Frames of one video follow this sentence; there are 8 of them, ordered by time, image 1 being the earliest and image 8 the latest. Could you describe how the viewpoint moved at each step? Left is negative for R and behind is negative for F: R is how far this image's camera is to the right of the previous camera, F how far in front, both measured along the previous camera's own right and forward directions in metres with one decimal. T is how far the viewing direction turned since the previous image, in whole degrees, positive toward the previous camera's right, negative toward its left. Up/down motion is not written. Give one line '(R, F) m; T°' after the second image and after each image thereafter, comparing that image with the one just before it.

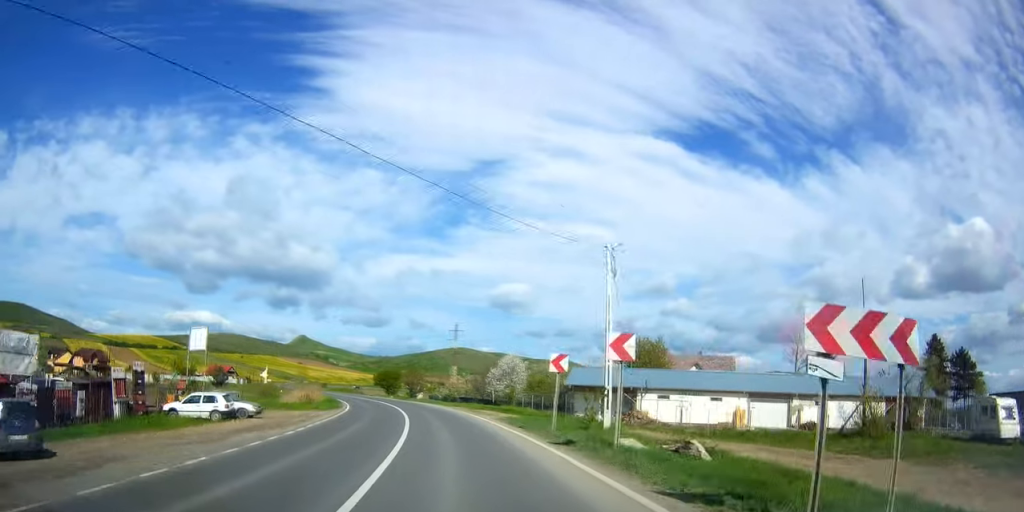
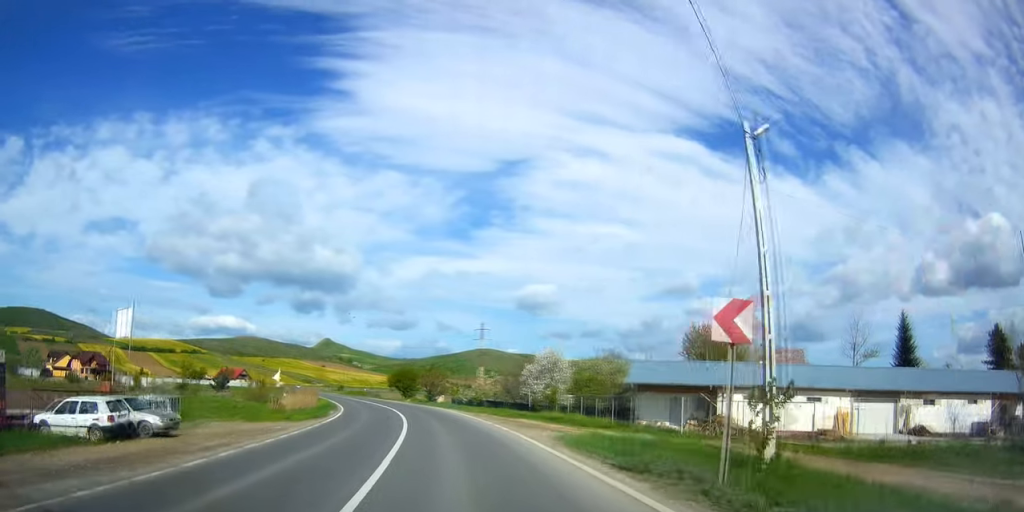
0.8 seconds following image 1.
(-0.2, +12.3) m; -2°
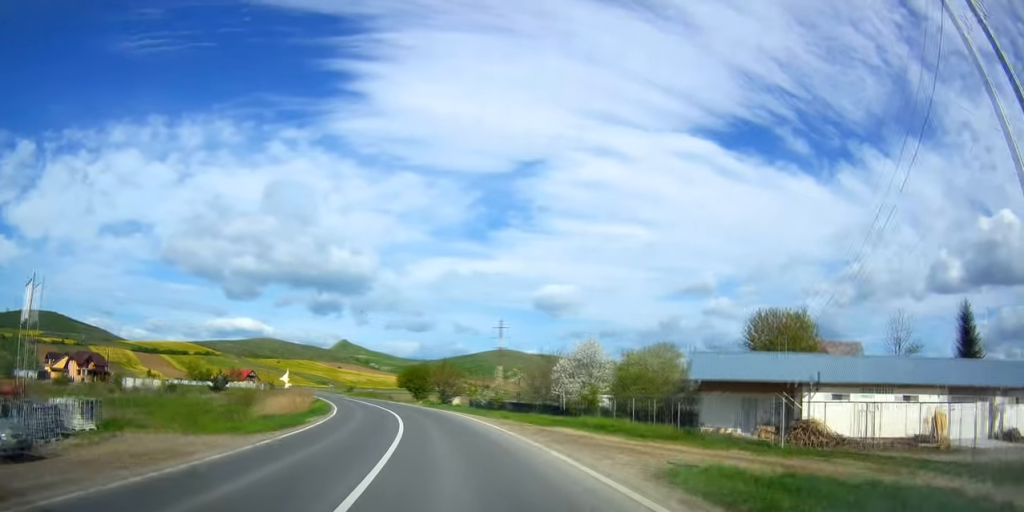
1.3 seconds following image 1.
(-0.1, +8.6) m; -1°
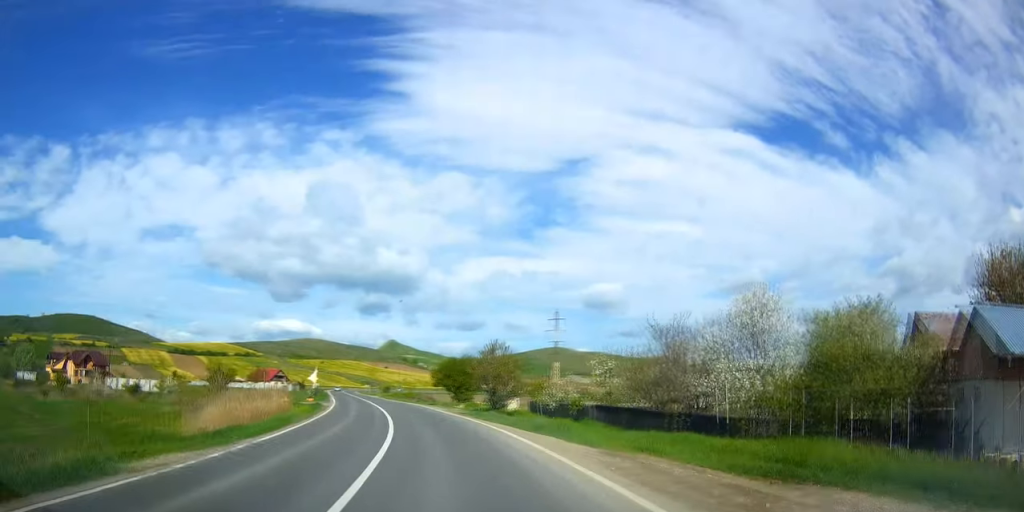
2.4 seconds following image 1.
(-0.4, +19.0) m; -3°
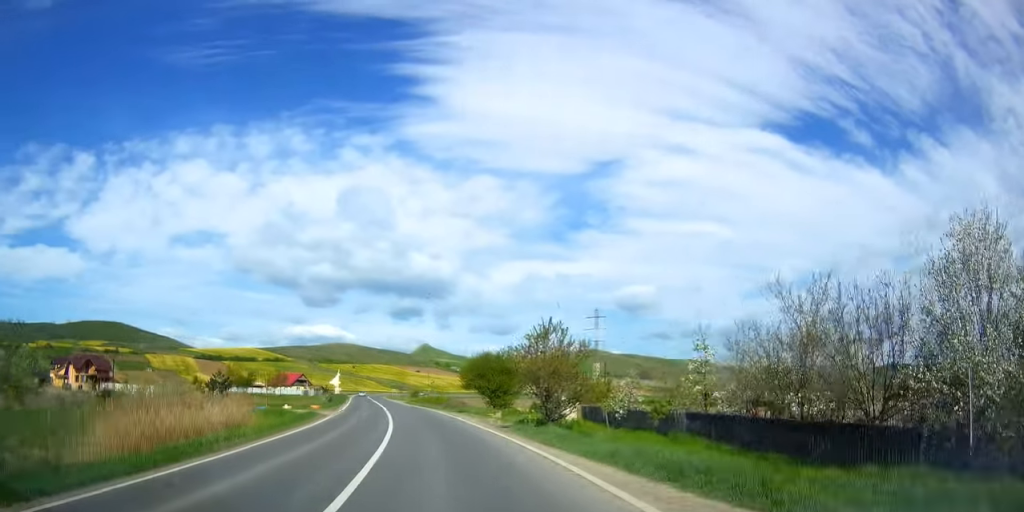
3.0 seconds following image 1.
(-0.2, +11.0) m; -3°
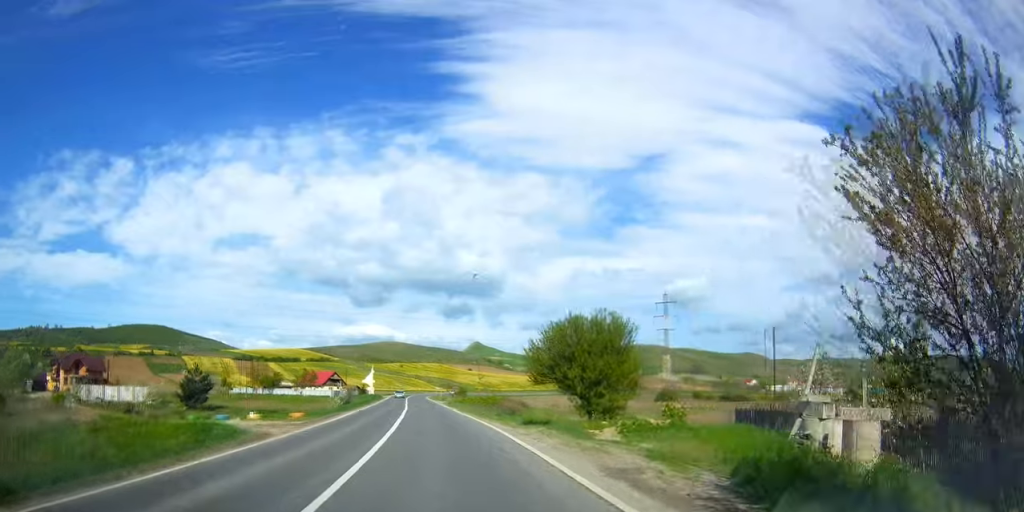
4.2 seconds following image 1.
(-1.1, +19.5) m; -6°
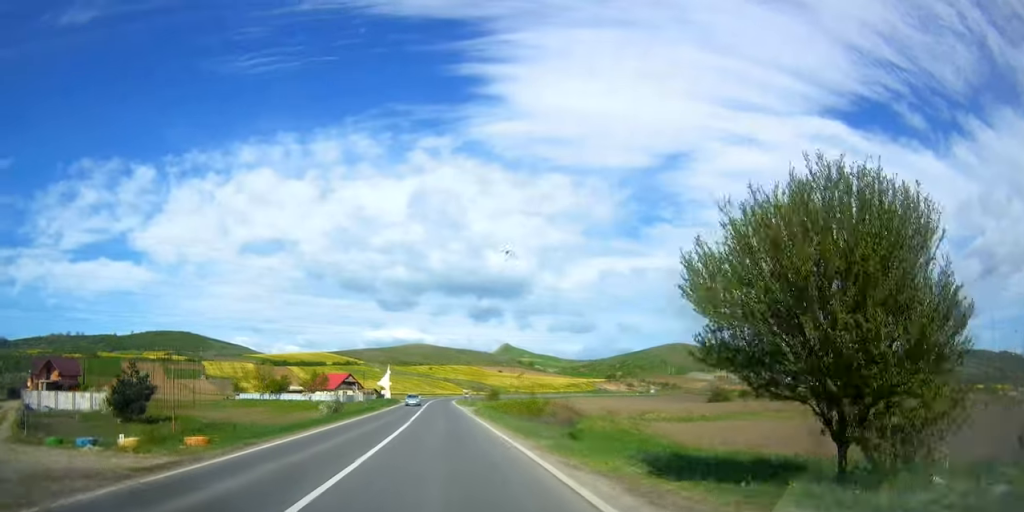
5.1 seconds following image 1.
(-0.5, +16.4) m; -3°
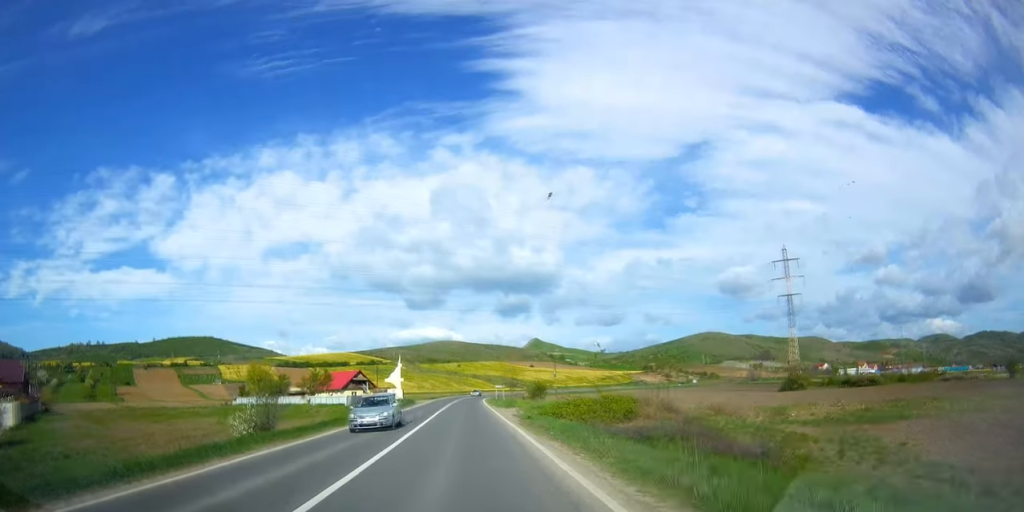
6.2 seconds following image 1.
(-0.5, +21.2) m; -4°
